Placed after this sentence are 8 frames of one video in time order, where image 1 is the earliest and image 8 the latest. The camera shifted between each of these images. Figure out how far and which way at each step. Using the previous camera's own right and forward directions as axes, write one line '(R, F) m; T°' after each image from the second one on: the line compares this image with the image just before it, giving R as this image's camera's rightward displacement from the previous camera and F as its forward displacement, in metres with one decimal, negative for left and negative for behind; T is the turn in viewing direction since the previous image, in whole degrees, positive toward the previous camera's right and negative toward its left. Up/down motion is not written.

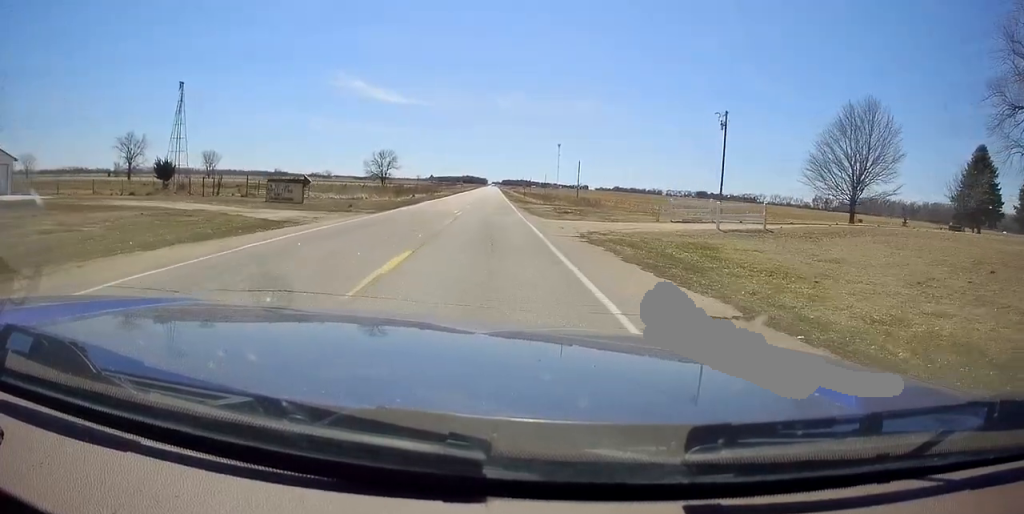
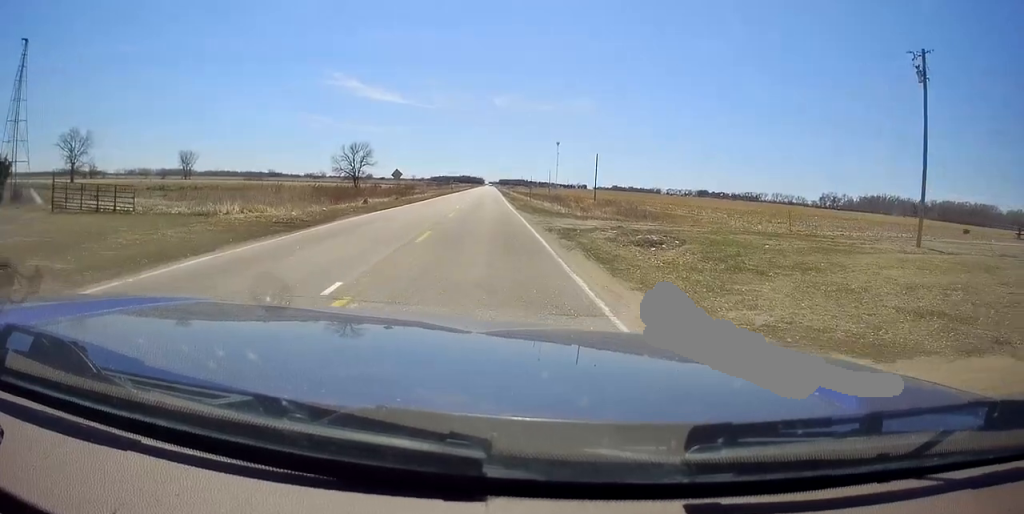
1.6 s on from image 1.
(0.0, +26.2) m; 0°
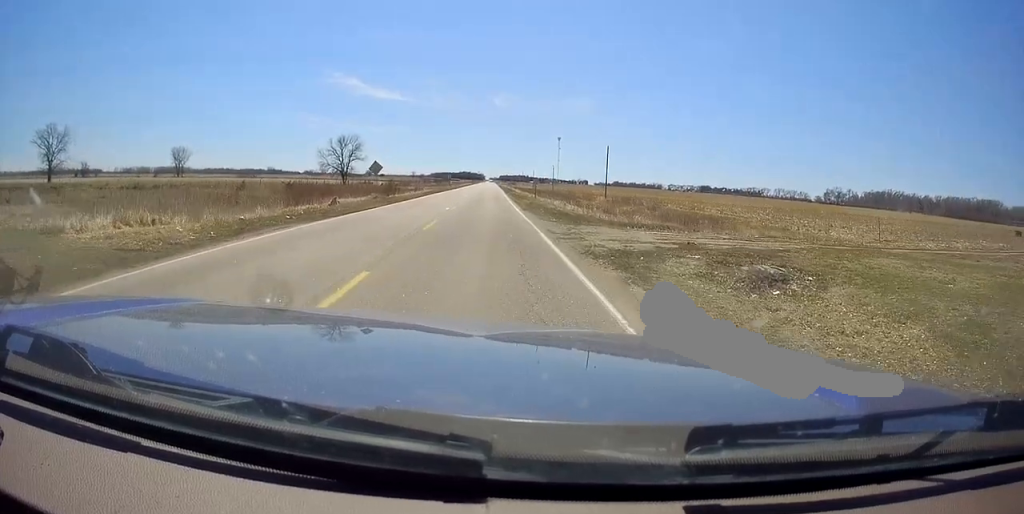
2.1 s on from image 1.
(0.0, +9.6) m; 0°
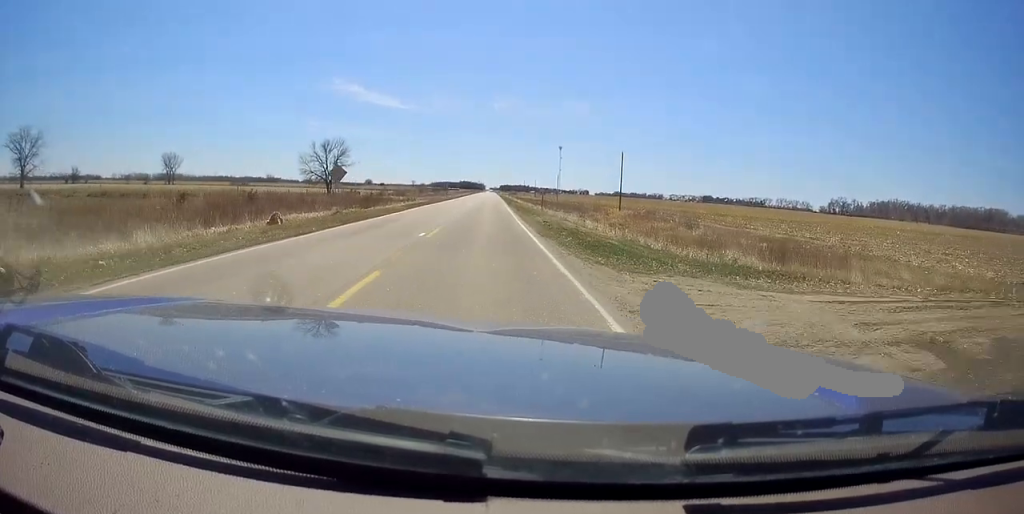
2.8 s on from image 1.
(0.0, +10.5) m; 0°
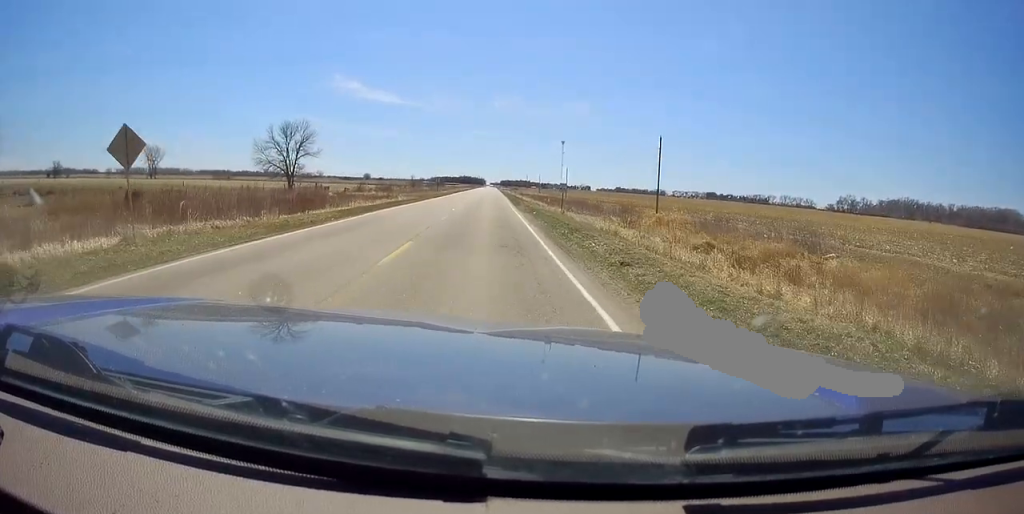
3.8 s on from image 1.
(0.0, +19.0) m; 0°
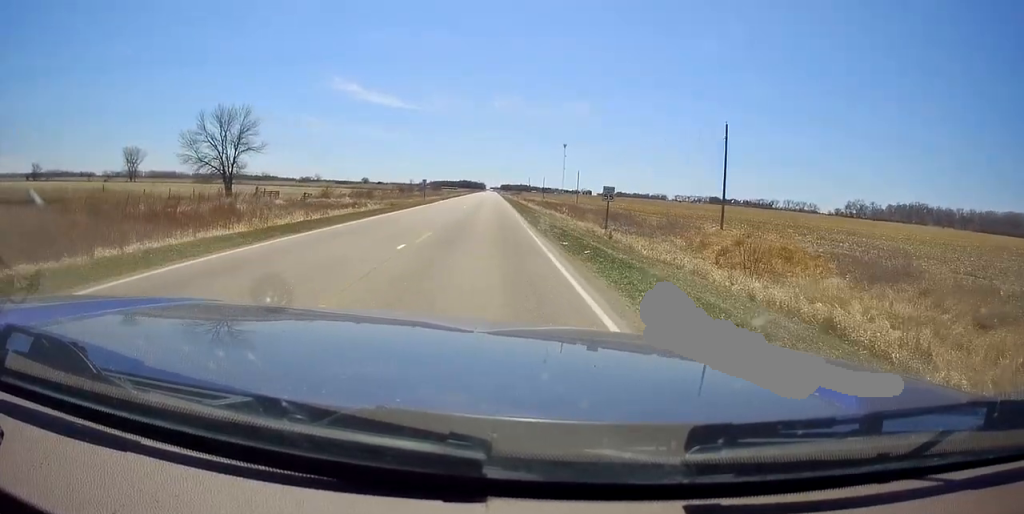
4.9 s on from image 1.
(0.0, +19.3) m; 0°
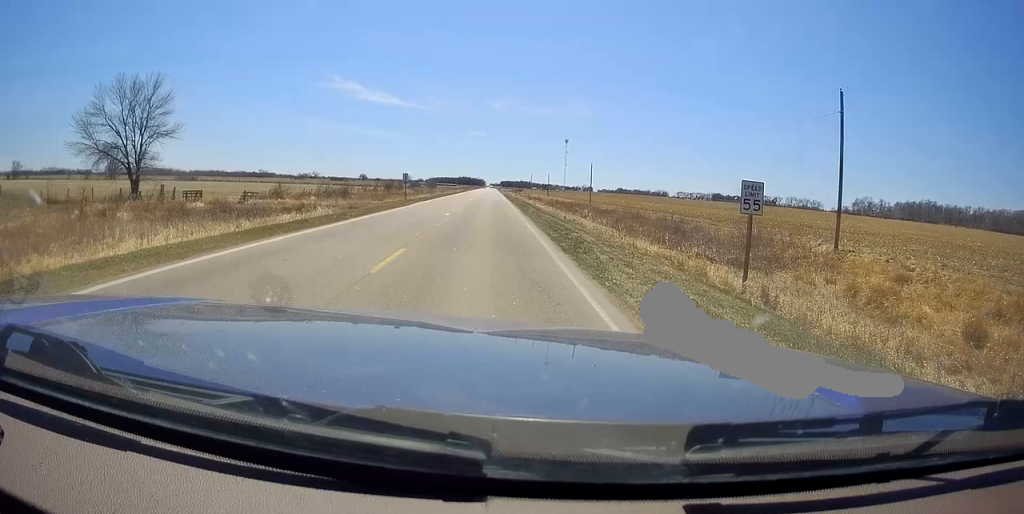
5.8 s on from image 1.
(0.0, +17.2) m; 0°
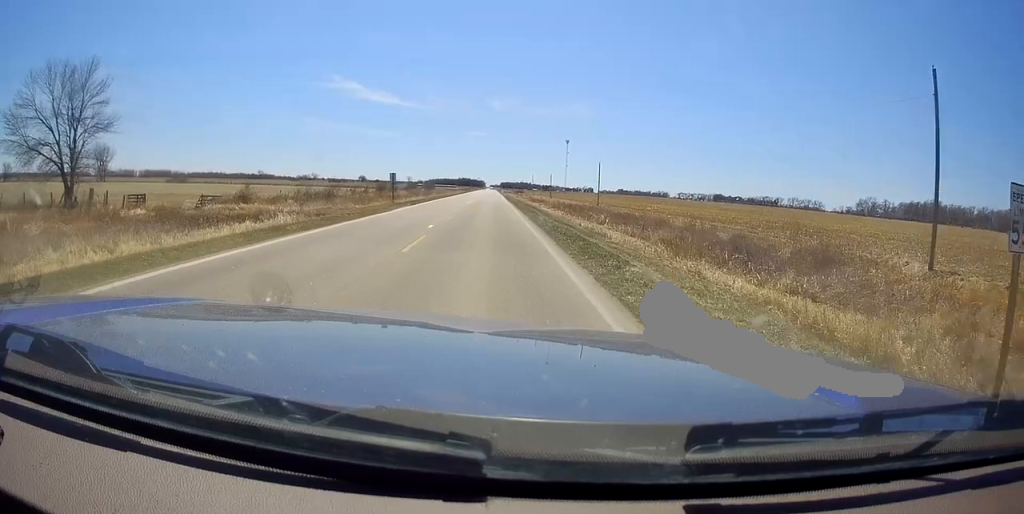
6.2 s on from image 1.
(0.0, +8.1) m; 0°
